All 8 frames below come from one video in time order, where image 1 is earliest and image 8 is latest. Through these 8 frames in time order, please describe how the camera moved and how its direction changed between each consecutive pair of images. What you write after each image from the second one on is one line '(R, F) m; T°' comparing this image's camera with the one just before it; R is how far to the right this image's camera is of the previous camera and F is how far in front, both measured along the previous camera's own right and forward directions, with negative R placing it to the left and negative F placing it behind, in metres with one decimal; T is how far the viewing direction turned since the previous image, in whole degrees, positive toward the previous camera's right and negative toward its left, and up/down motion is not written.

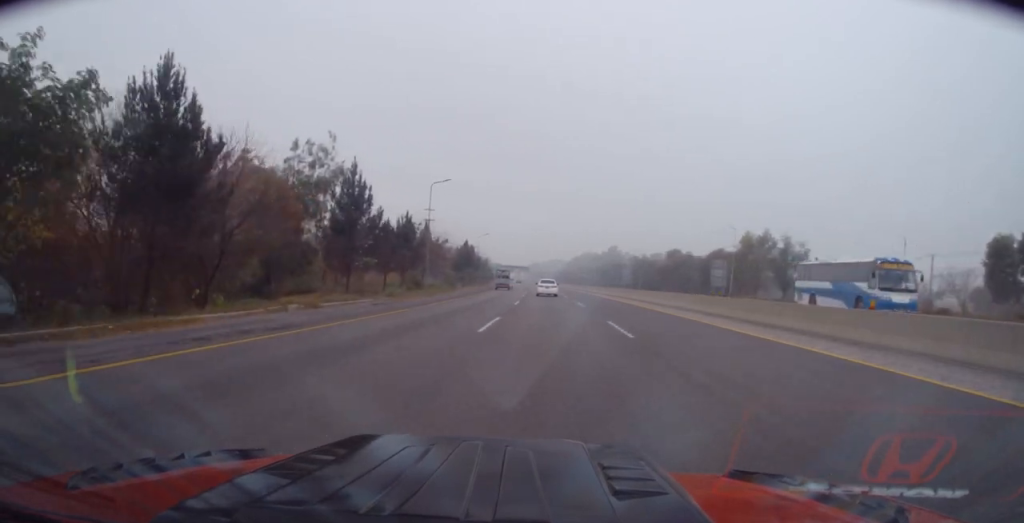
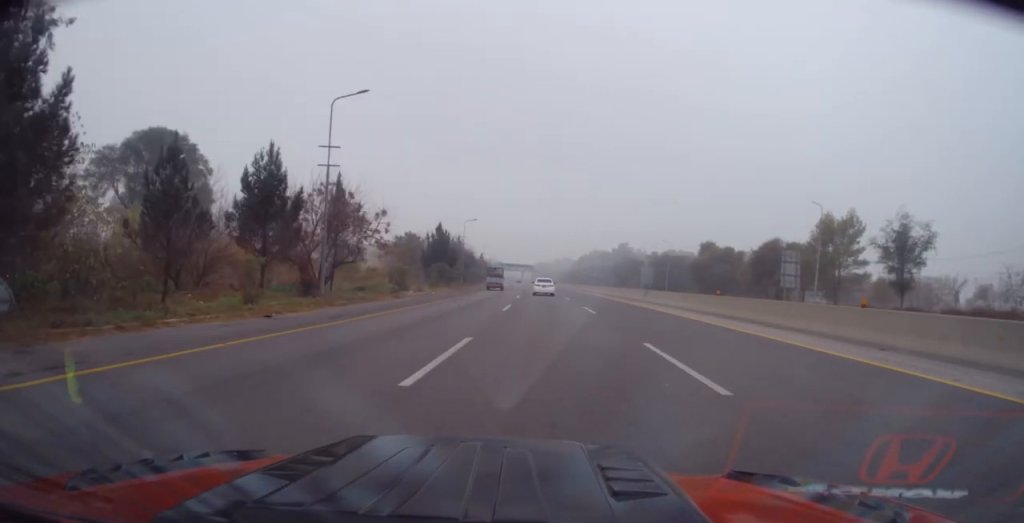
(-0.3, +25.6) m; -1°
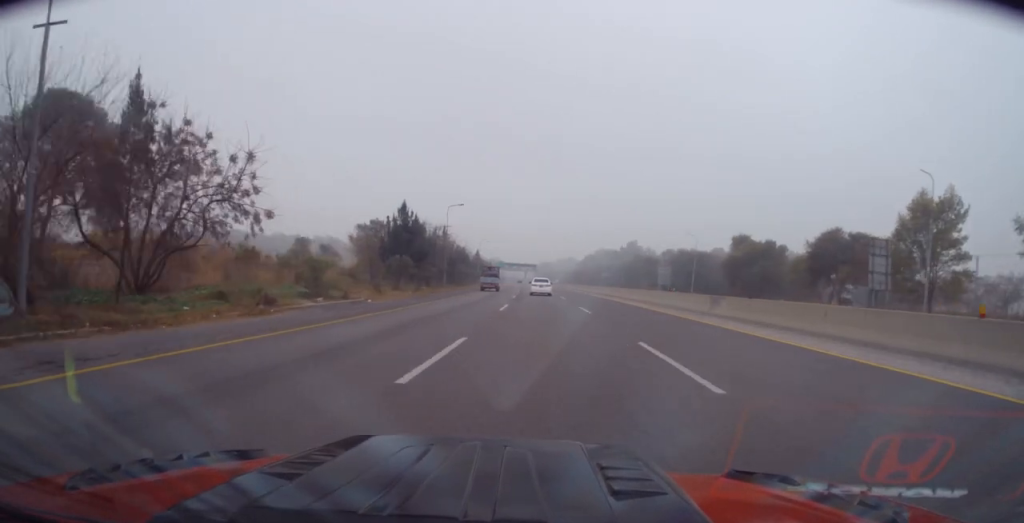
(0.0, +17.9) m; 0°
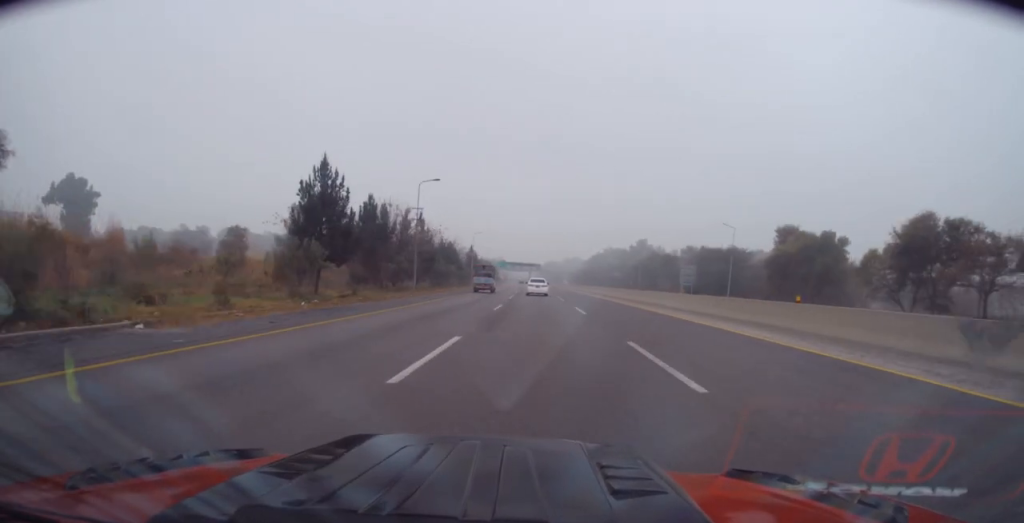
(+0.1, +17.7) m; -1°
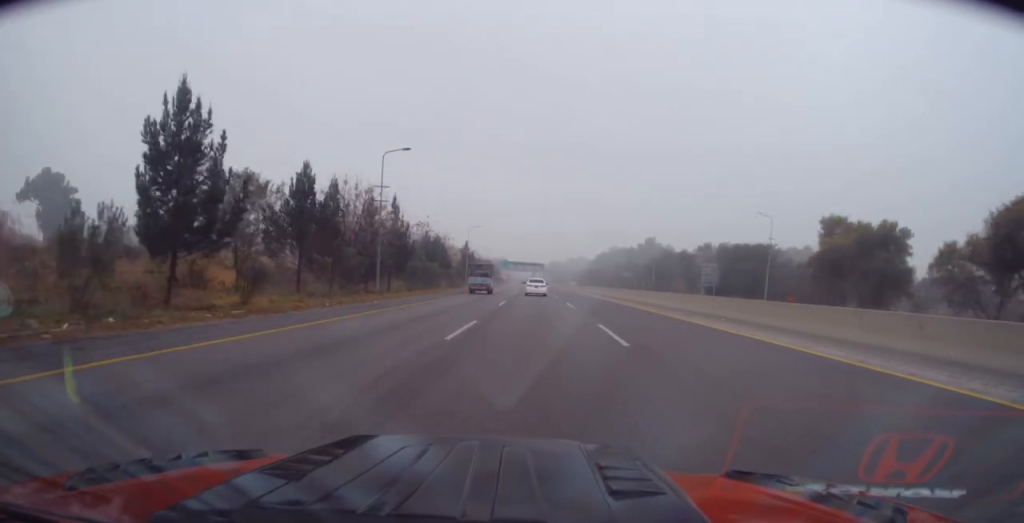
(-0.2, +12.6) m; -1°
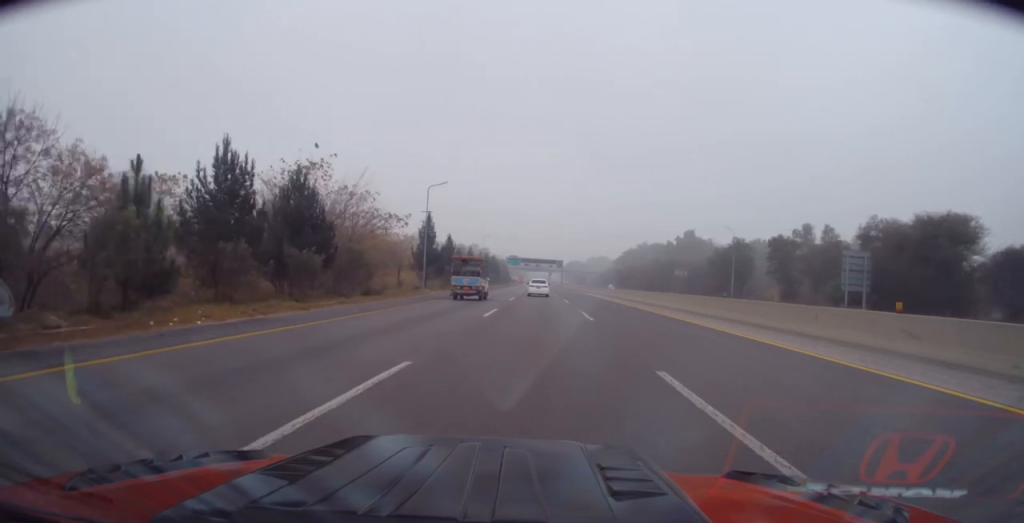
(-1.1, +45.3) m; -1°
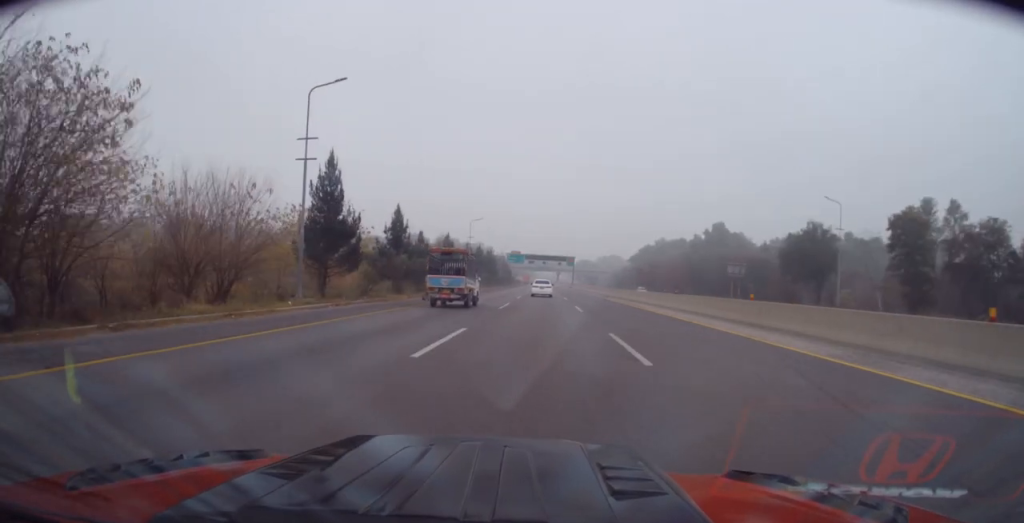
(+0.2, +29.2) m; 0°
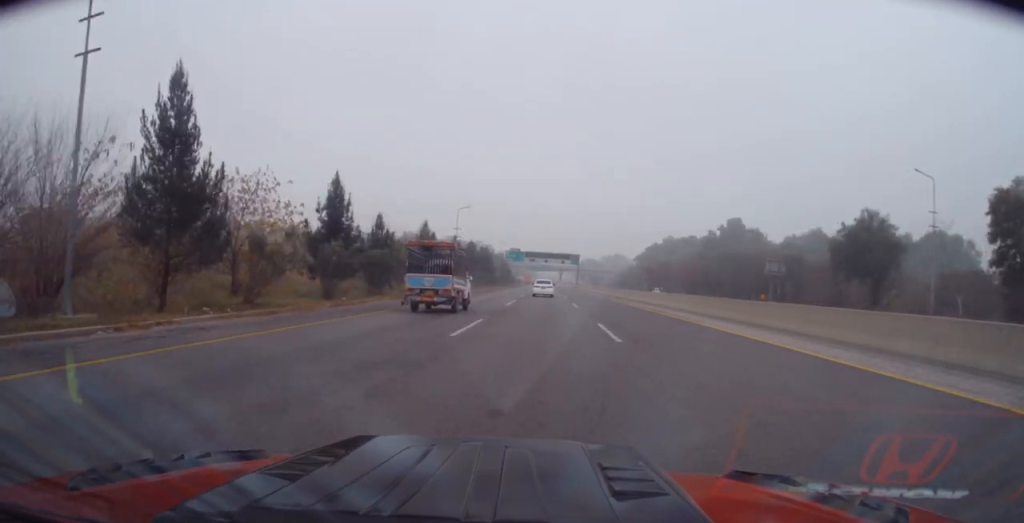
(-0.2, +14.2) m; -1°
